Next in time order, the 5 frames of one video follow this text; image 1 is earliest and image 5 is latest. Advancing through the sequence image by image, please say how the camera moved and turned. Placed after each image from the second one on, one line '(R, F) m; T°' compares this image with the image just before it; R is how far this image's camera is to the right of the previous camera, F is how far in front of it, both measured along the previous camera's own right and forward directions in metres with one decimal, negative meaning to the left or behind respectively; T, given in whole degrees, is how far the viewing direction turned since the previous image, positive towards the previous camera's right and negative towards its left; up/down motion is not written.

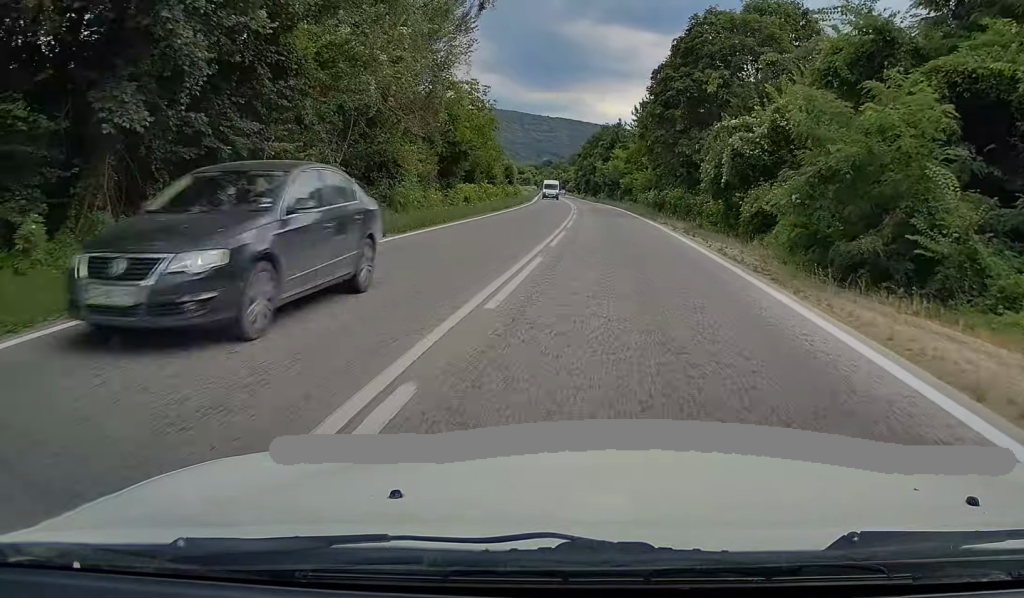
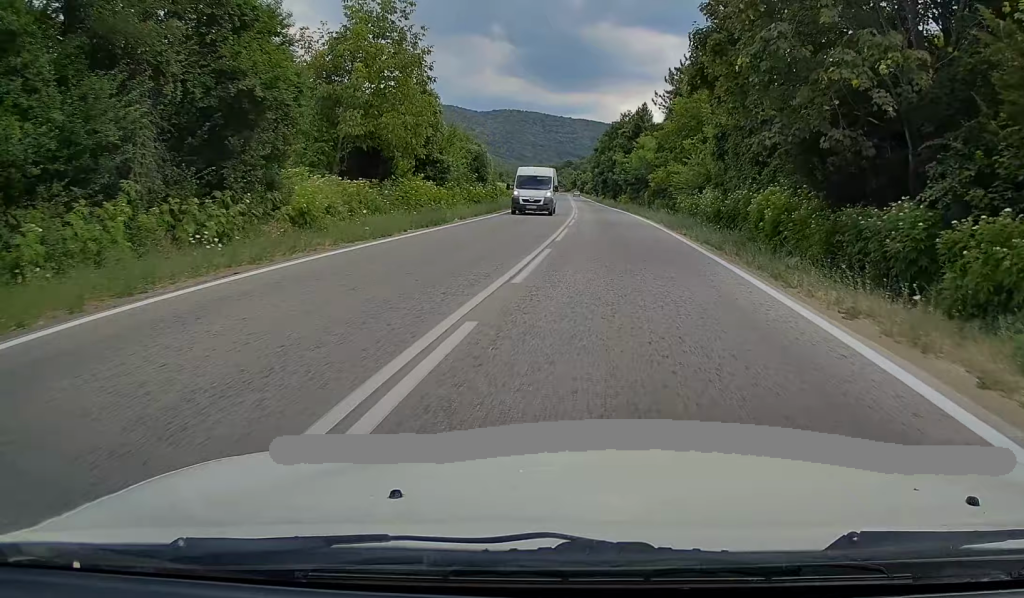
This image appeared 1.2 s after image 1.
(-0.2, +25.1) m; -1°
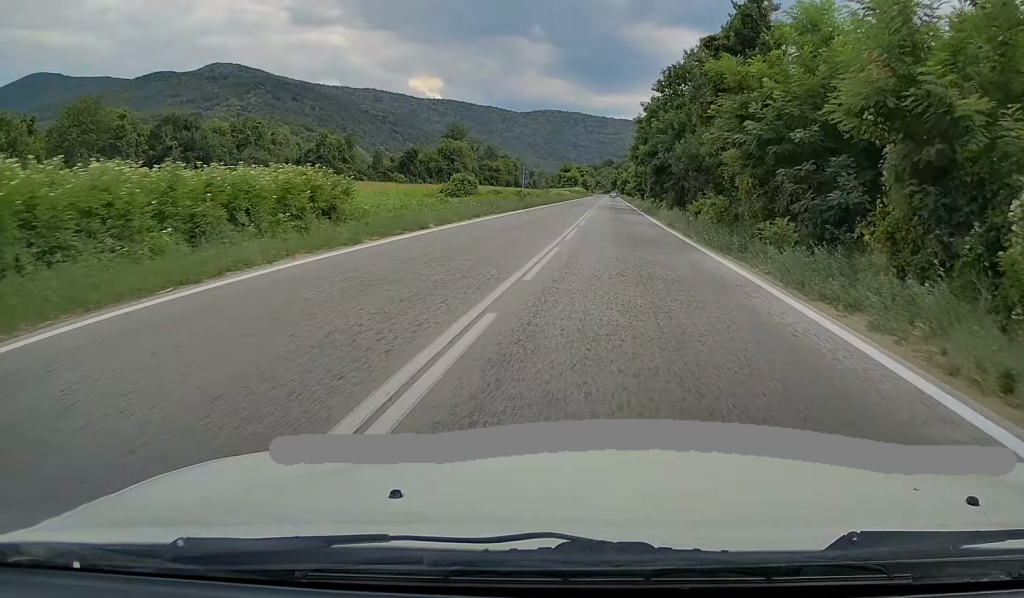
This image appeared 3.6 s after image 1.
(-1.5, +54.3) m; -3°
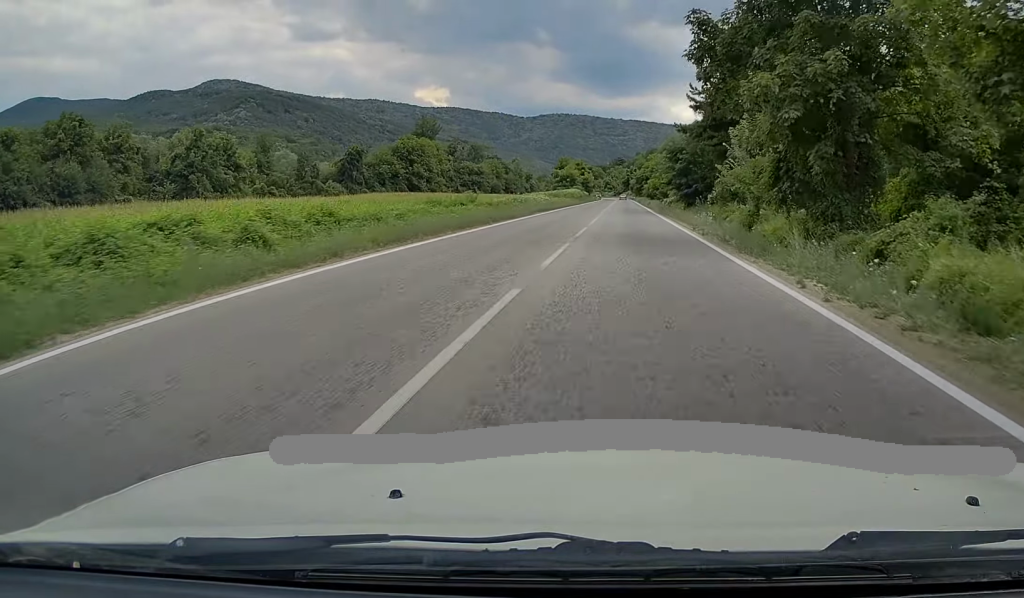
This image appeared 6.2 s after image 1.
(-0.5, +61.4) m; 0°
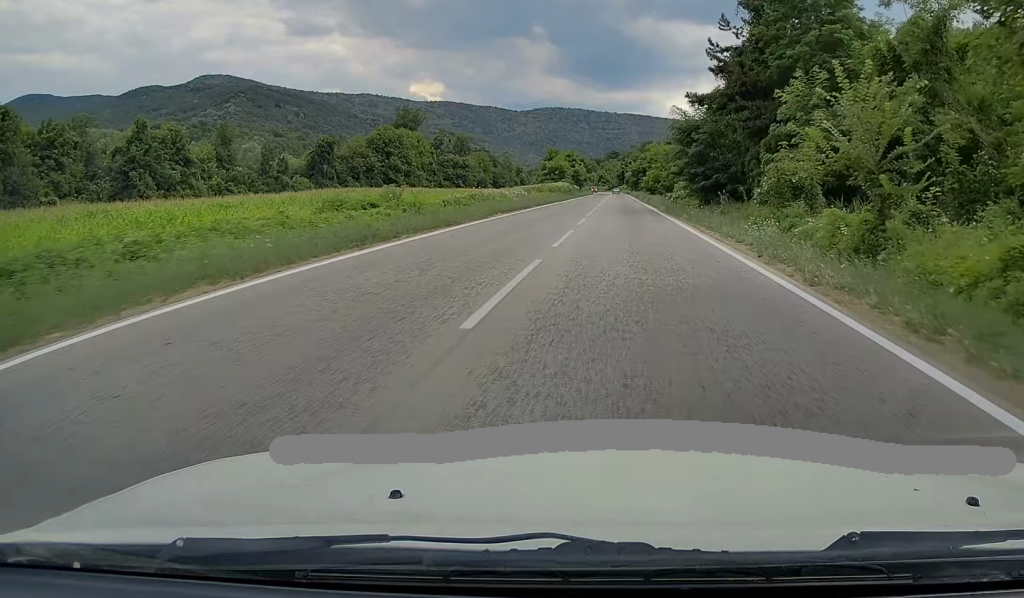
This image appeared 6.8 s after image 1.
(+0.1, +14.9) m; 0°
